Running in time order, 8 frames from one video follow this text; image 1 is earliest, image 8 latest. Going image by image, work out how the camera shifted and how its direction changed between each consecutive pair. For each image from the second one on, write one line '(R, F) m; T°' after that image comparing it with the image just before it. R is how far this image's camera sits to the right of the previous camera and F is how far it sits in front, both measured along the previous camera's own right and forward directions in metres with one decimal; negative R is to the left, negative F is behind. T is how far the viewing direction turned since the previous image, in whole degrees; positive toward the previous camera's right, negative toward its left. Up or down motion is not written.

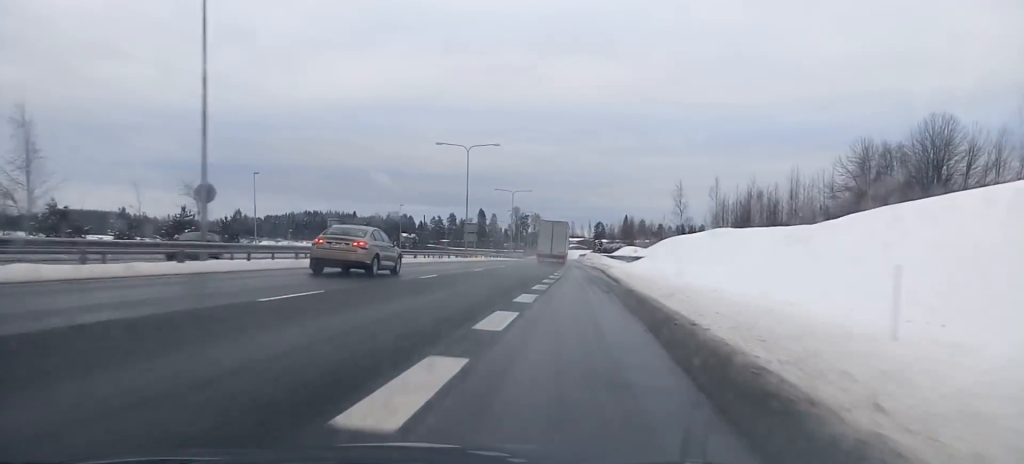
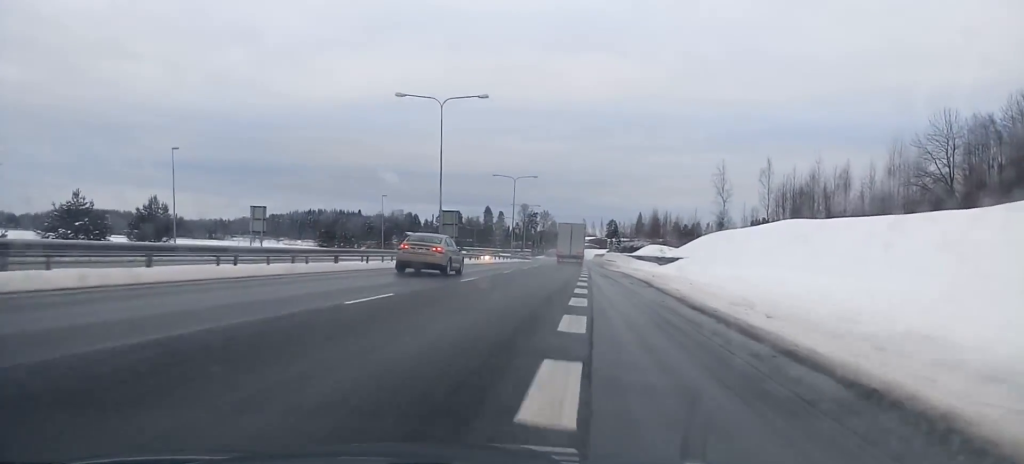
(-0.4, +23.6) m; -1°
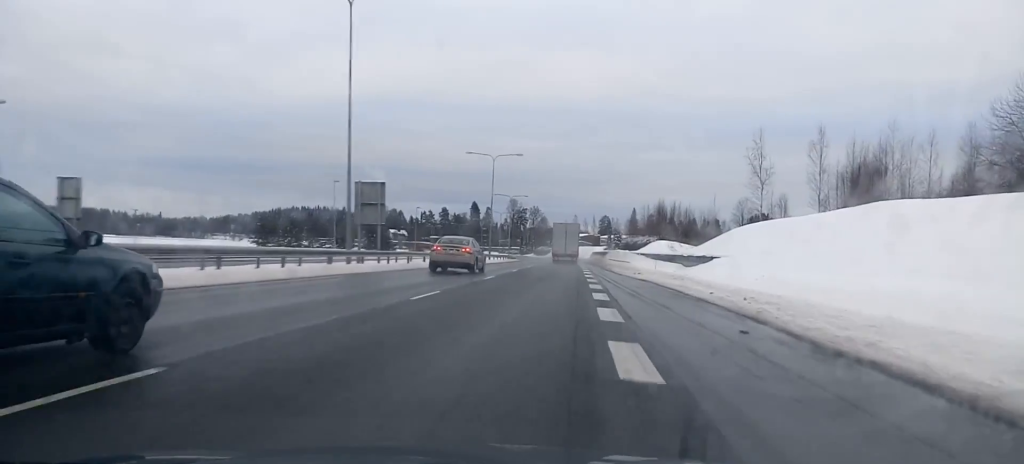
(0.0, +21.9) m; 0°
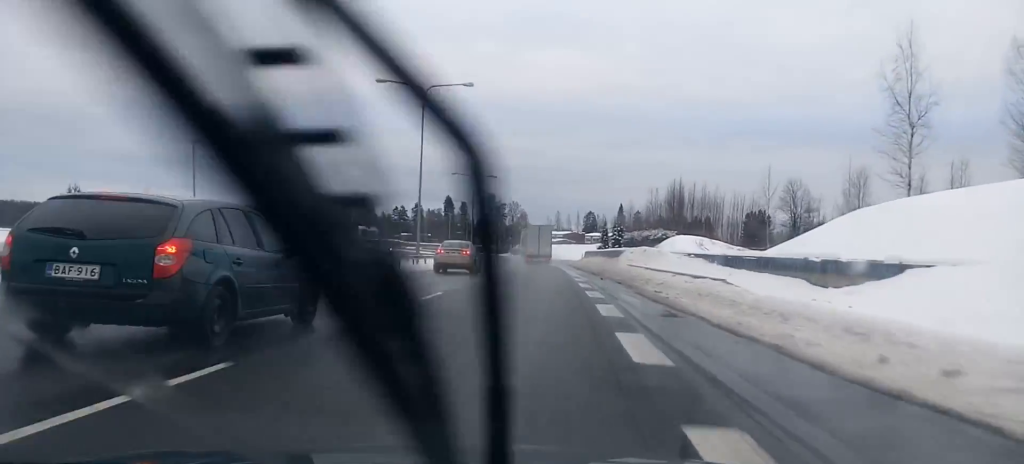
(+0.3, +35.0) m; +1°
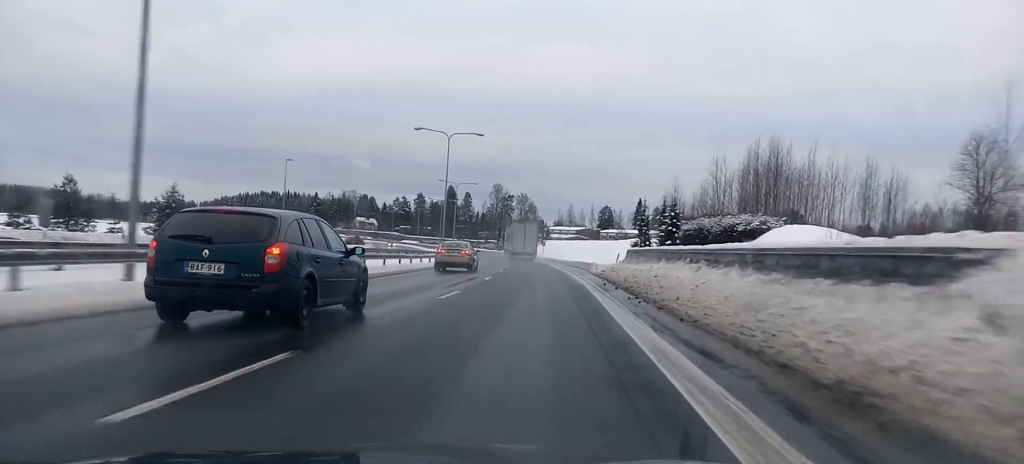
(+0.4, +35.2) m; 0°
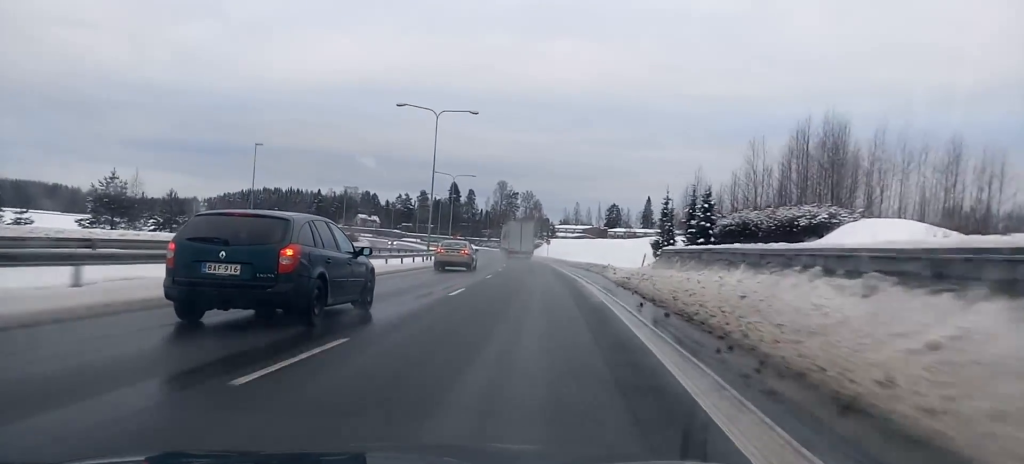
(0.0, +10.8) m; 0°
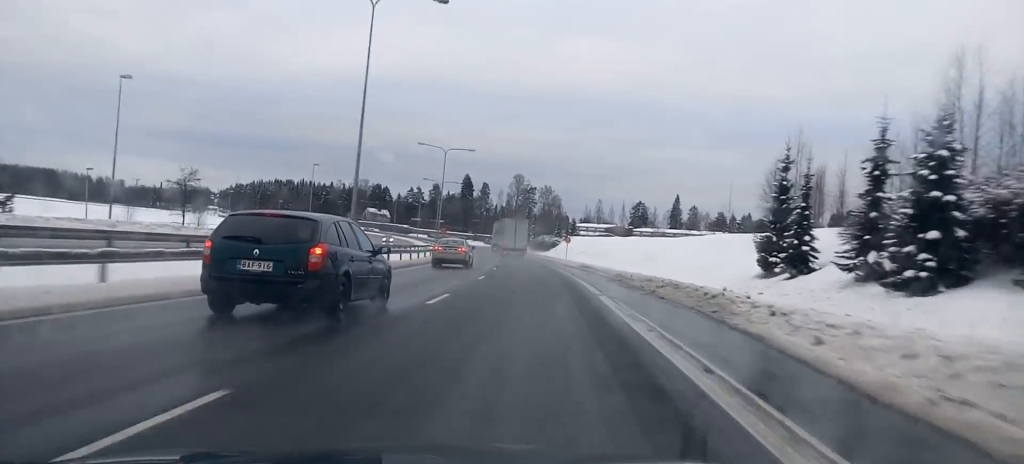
(-0.2, +27.4) m; -1°
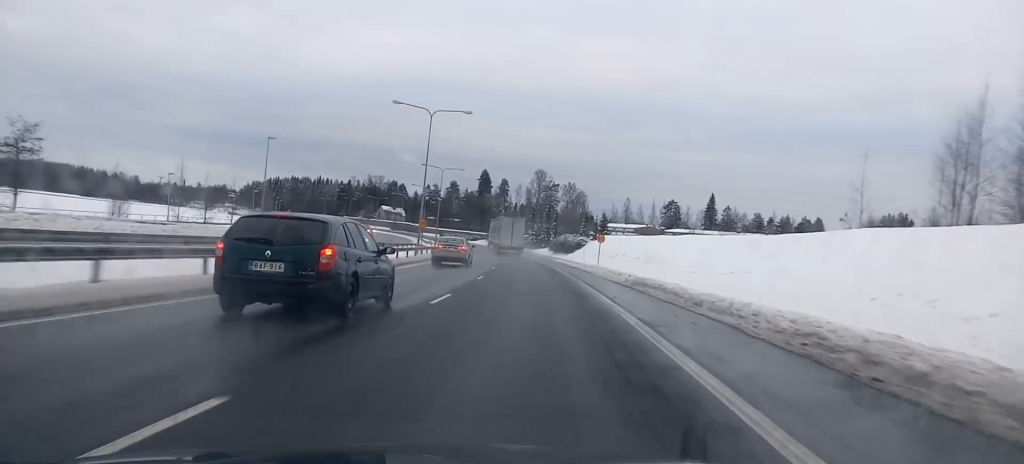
(-0.3, +24.4) m; -2°
